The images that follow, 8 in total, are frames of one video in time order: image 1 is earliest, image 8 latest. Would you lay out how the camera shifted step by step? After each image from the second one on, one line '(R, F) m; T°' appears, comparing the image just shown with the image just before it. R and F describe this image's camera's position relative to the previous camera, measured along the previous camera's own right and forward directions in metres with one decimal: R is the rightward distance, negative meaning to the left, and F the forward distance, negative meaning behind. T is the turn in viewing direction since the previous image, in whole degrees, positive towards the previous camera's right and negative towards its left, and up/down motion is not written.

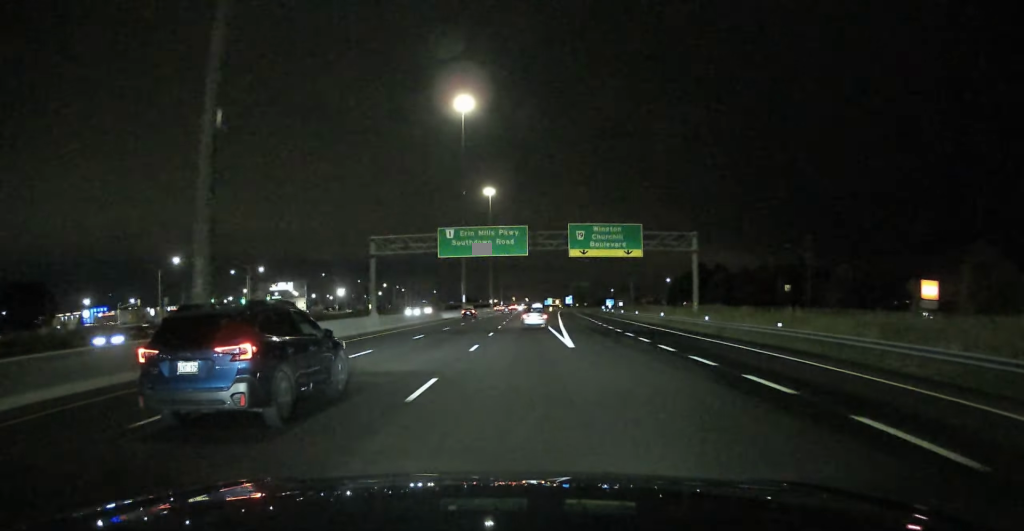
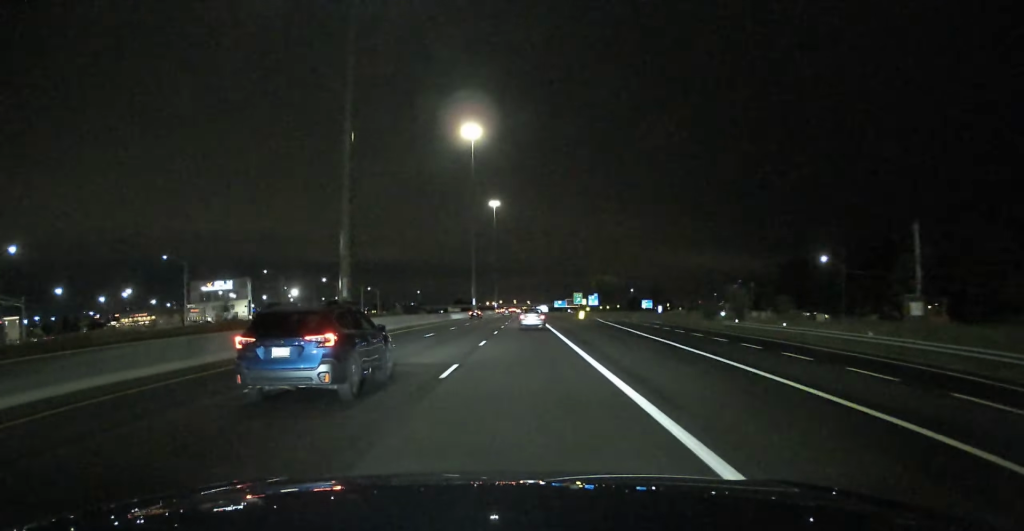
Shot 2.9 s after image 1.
(-0.1, +94.9) m; 0°
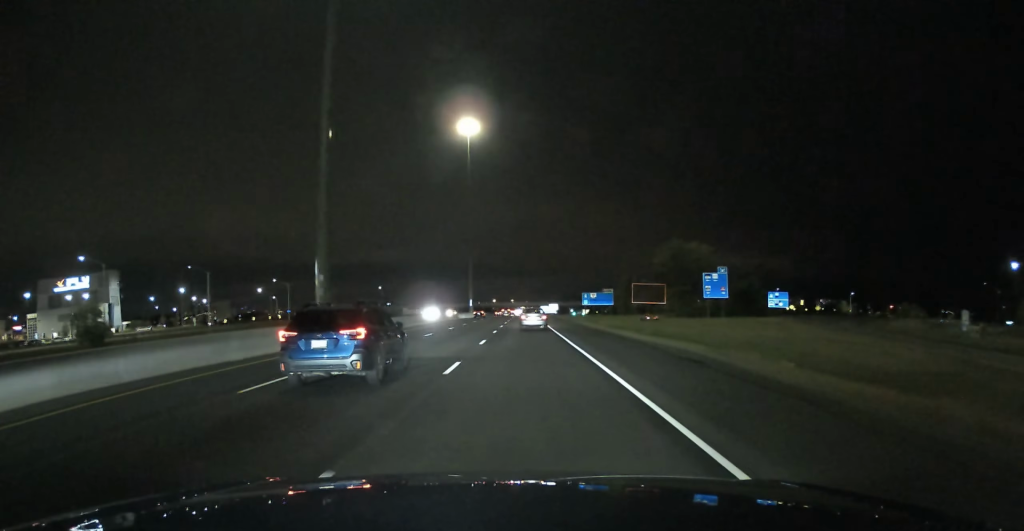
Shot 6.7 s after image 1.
(+0.3, +123.5) m; 0°
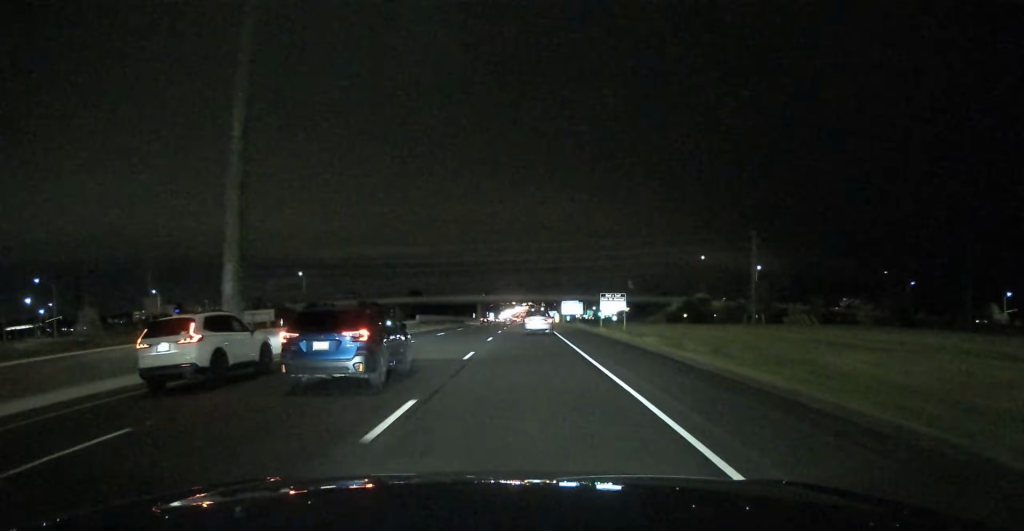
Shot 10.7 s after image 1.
(-0.1, +127.1) m; 0°
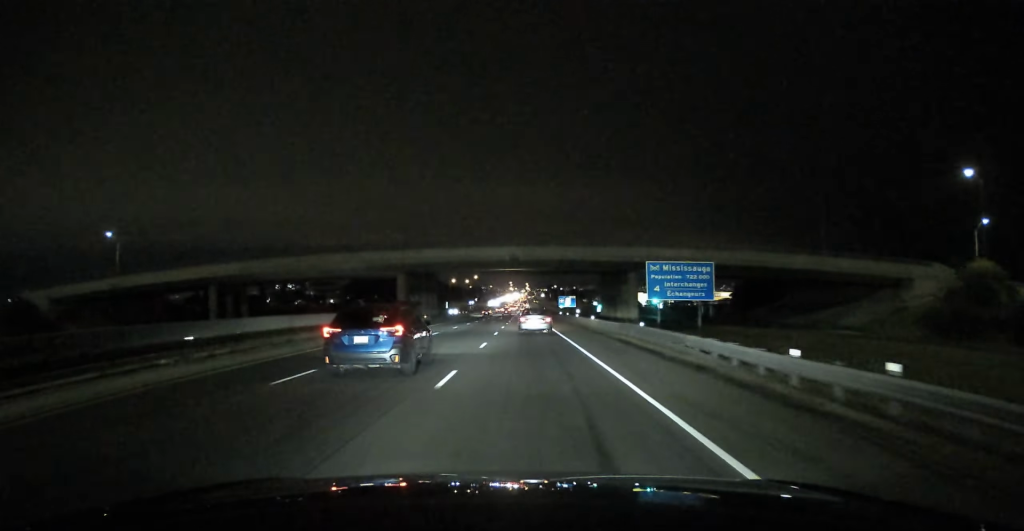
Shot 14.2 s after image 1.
(-0.3, +108.7) m; 0°
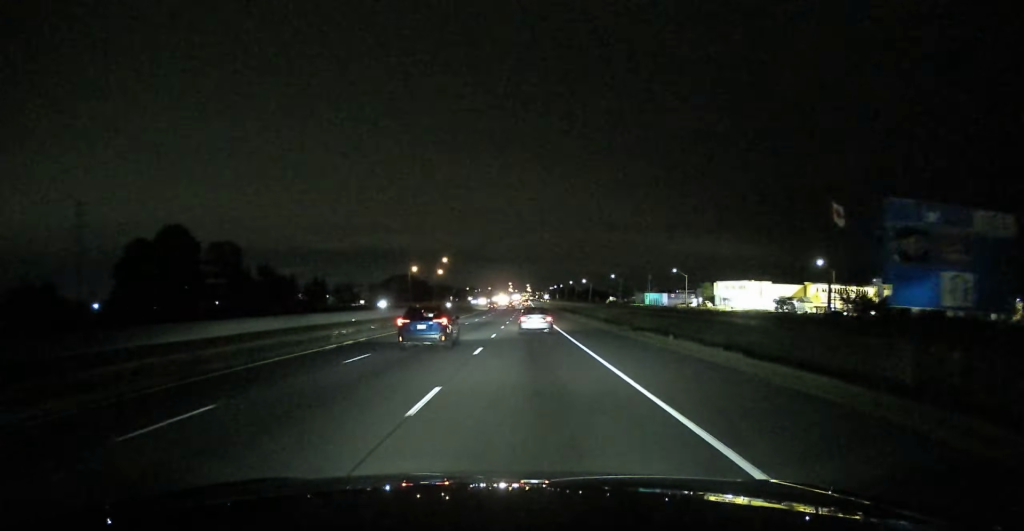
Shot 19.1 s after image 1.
(-0.2, +156.8) m; 0°
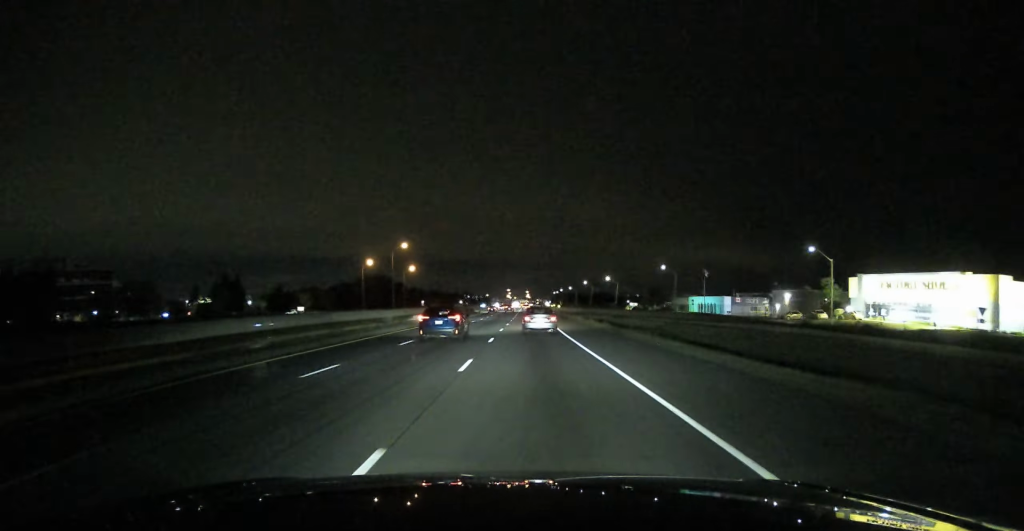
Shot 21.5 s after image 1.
(+0.2, +80.6) m; 0°
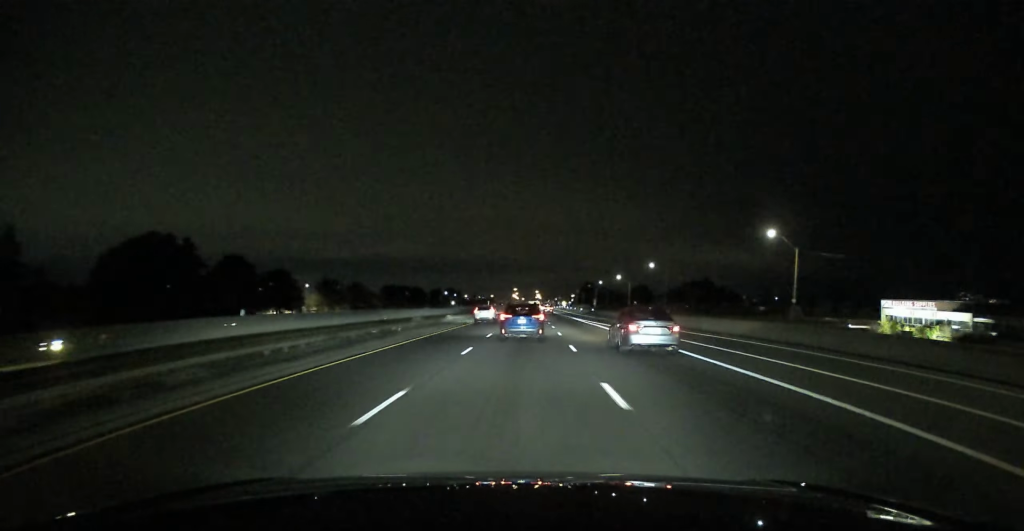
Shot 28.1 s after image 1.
(-0.8, +226.6) m; 0°
